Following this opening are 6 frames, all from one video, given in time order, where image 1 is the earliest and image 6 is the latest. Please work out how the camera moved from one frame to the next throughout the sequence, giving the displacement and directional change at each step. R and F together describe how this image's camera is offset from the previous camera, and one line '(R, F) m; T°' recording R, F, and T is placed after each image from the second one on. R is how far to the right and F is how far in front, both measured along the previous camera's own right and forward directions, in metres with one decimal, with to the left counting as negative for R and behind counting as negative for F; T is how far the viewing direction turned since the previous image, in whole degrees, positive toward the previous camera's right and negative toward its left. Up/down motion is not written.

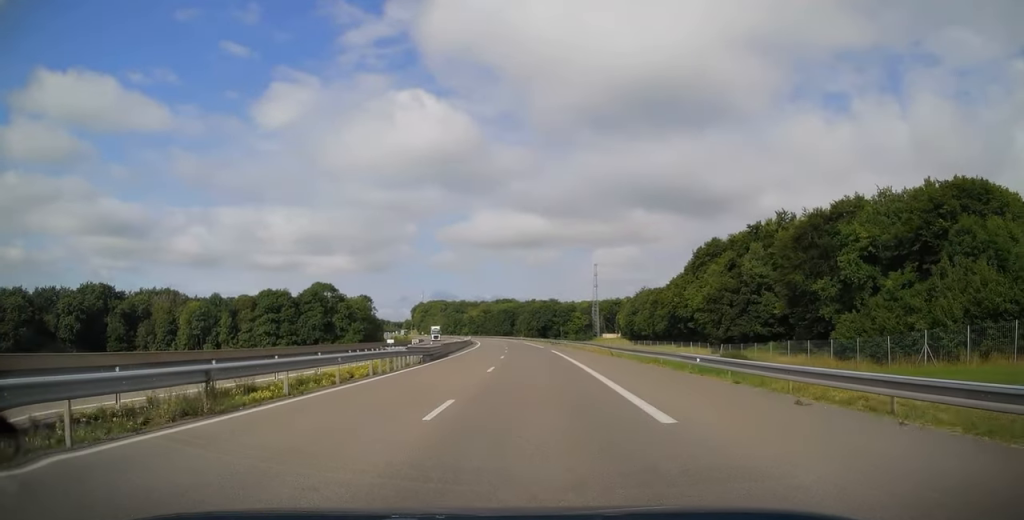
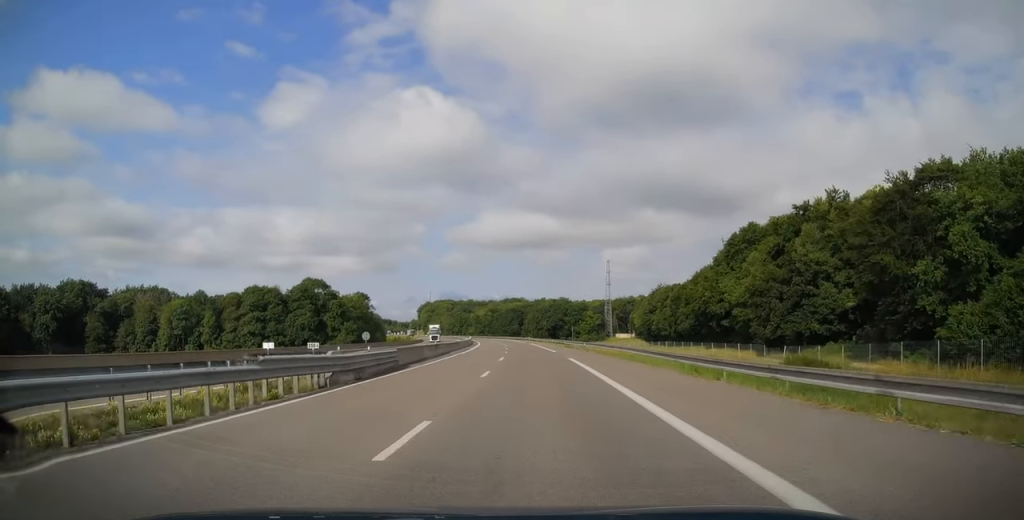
(-0.1, +16.2) m; -1°
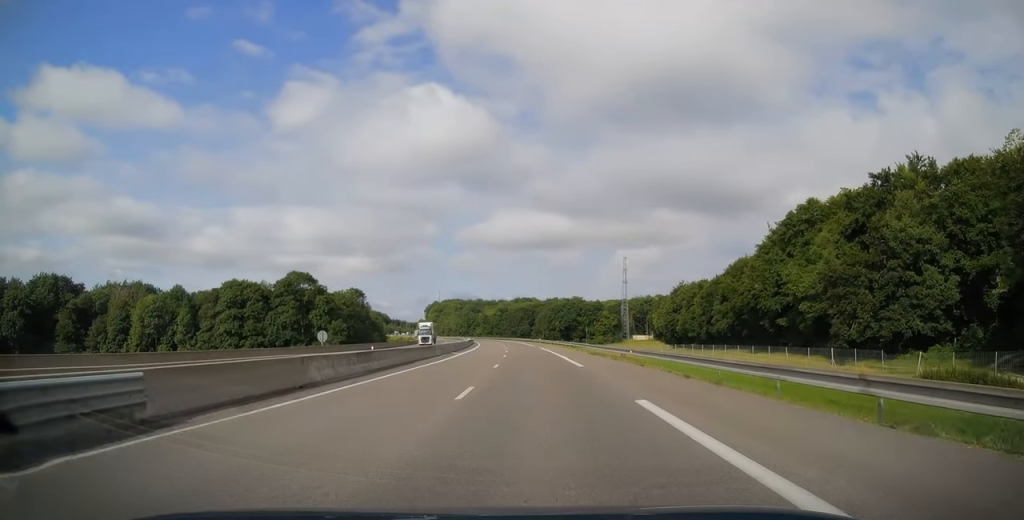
(-0.3, +19.7) m; -1°
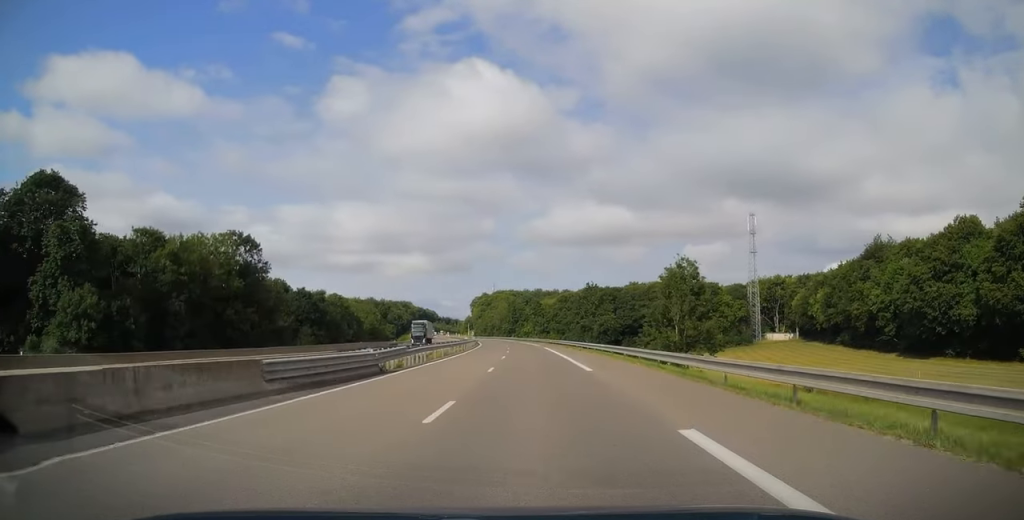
(-4.9, +108.5) m; -6°
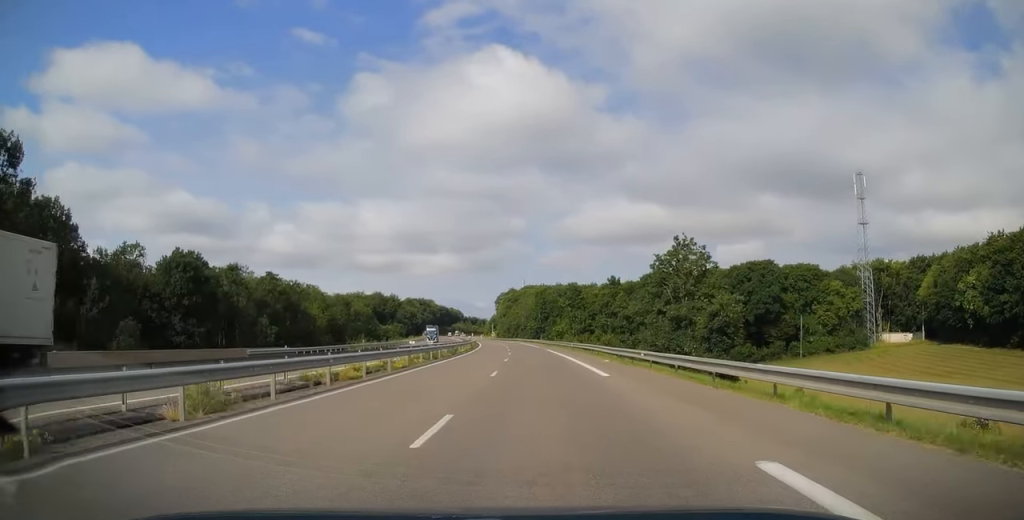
(-1.6, +54.6) m; -3°
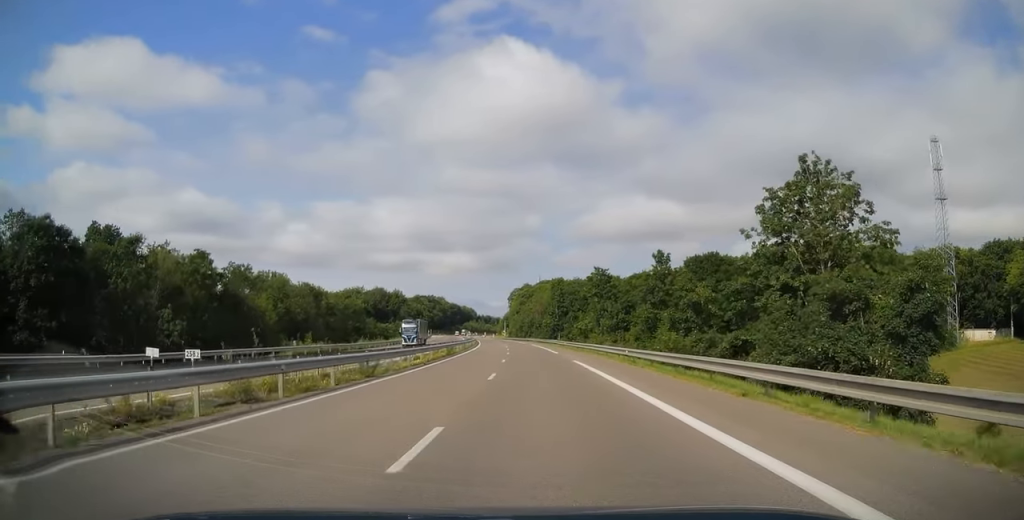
(-0.5, +27.5) m; -2°
